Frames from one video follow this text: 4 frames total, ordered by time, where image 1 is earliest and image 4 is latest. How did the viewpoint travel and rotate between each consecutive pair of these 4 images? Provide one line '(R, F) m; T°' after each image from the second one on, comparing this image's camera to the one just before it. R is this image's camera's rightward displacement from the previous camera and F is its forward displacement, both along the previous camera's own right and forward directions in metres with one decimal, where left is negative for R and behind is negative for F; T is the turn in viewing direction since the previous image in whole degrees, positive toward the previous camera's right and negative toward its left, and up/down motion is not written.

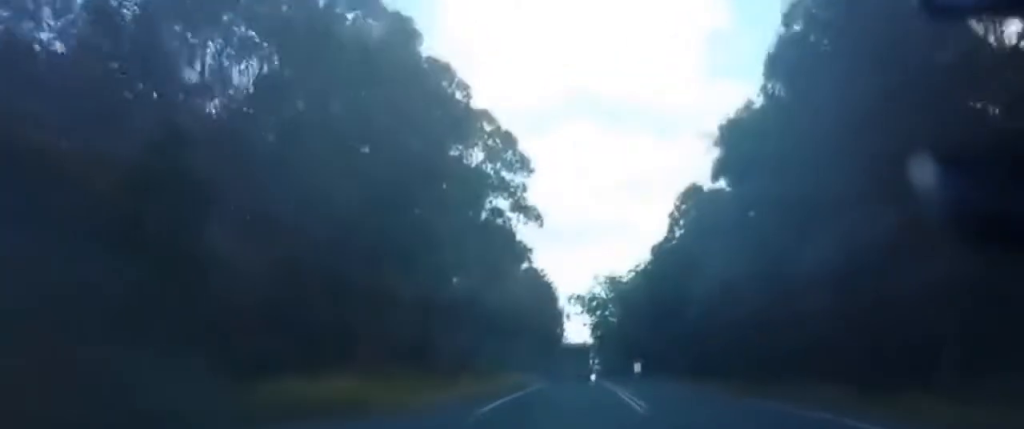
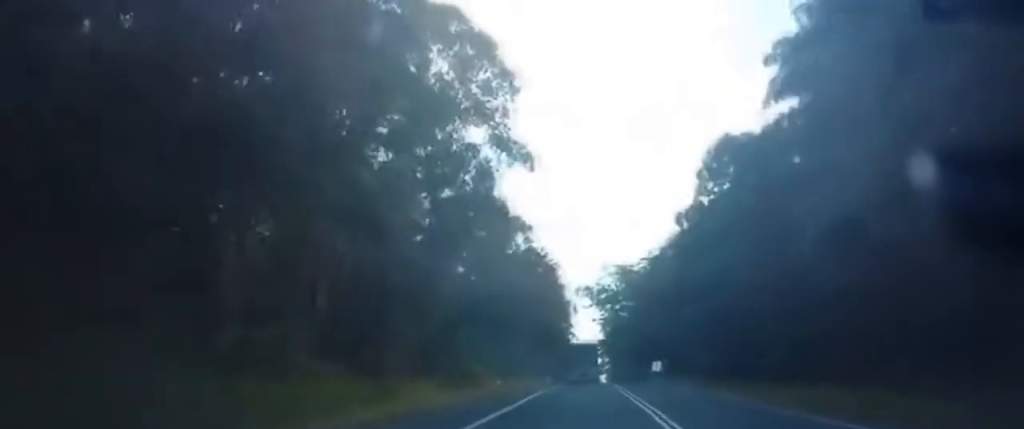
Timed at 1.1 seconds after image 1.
(-0.3, +19.8) m; -1°
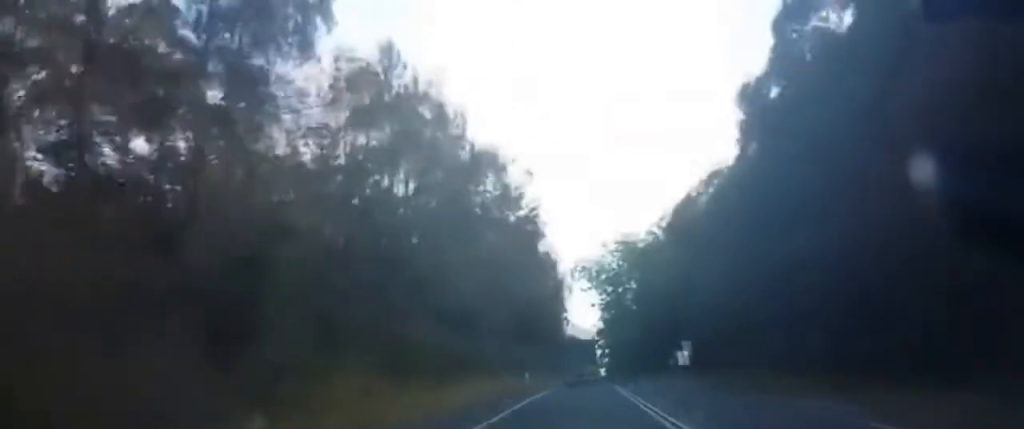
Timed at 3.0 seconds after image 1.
(-0.7, +34.4) m; -3°
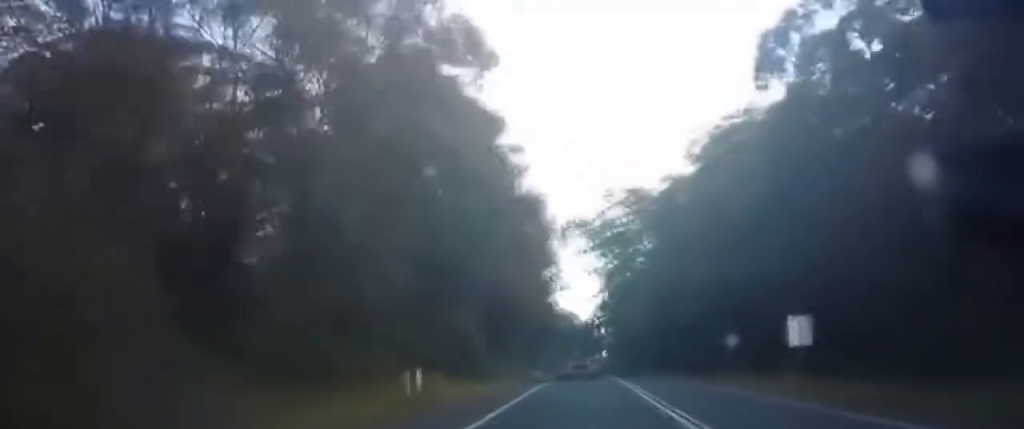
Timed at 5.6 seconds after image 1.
(-0.3, +44.9) m; +2°
